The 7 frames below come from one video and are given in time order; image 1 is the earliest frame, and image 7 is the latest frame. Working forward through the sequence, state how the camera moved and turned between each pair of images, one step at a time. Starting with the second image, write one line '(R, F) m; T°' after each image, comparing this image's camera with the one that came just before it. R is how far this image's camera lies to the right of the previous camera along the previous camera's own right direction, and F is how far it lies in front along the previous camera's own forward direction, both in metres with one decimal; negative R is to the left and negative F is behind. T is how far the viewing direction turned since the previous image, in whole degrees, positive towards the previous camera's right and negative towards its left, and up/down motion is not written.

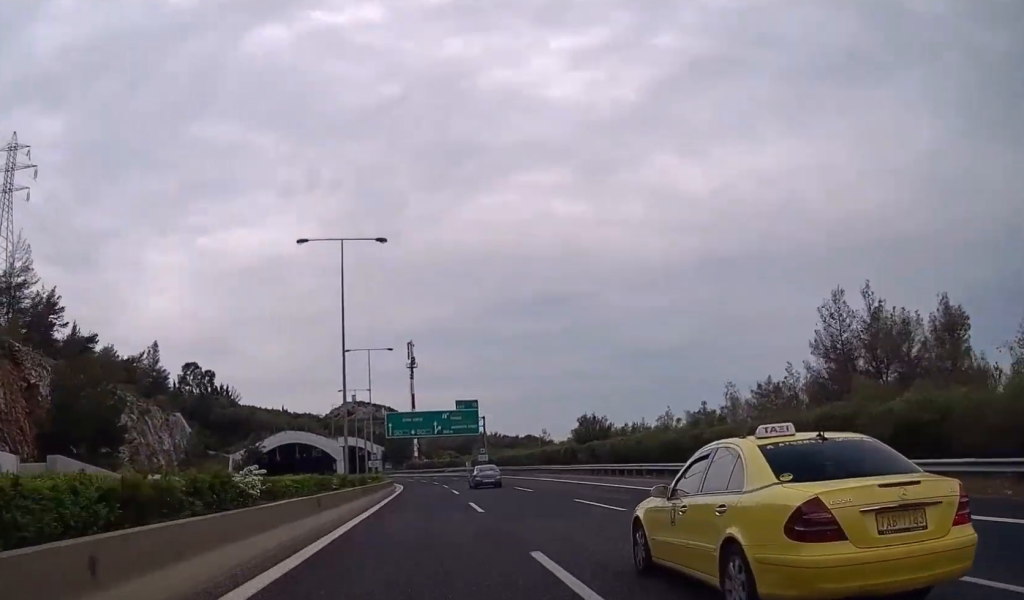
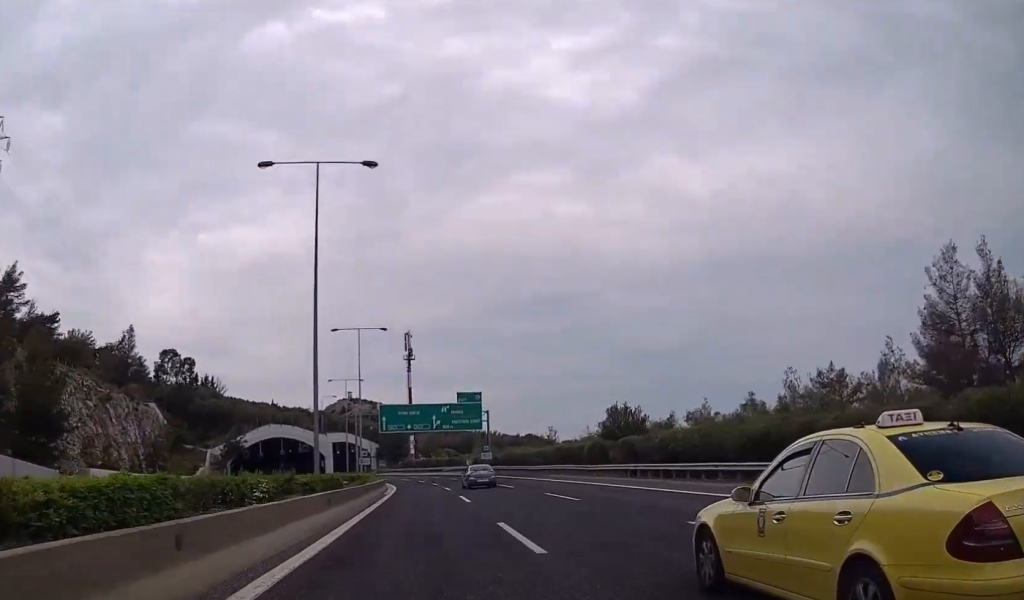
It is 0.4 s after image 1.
(0.0, +11.8) m; 0°
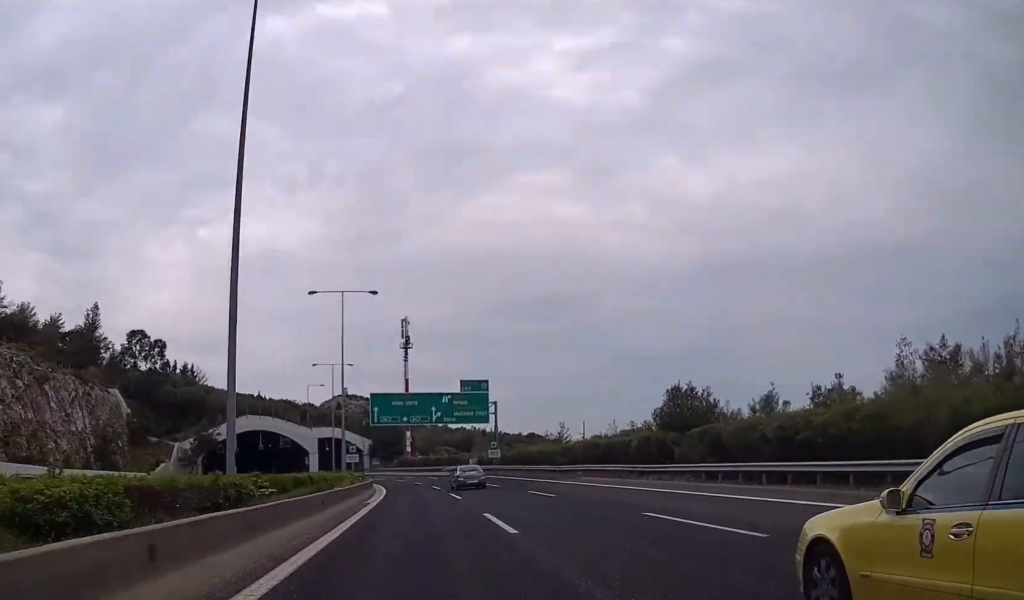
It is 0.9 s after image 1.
(0.0, +14.8) m; 0°
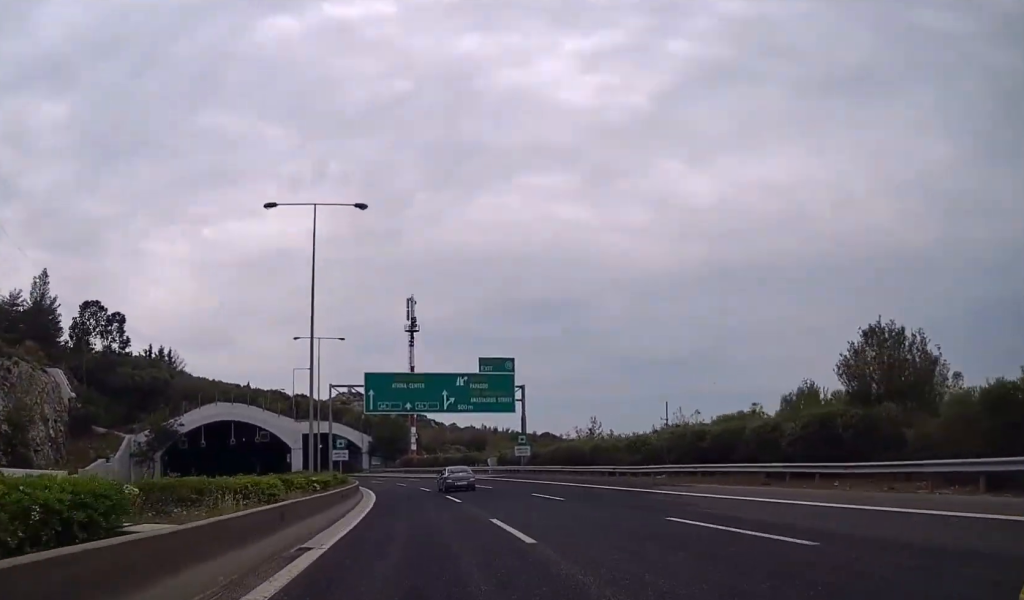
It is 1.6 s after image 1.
(+0.1, +20.7) m; 0°
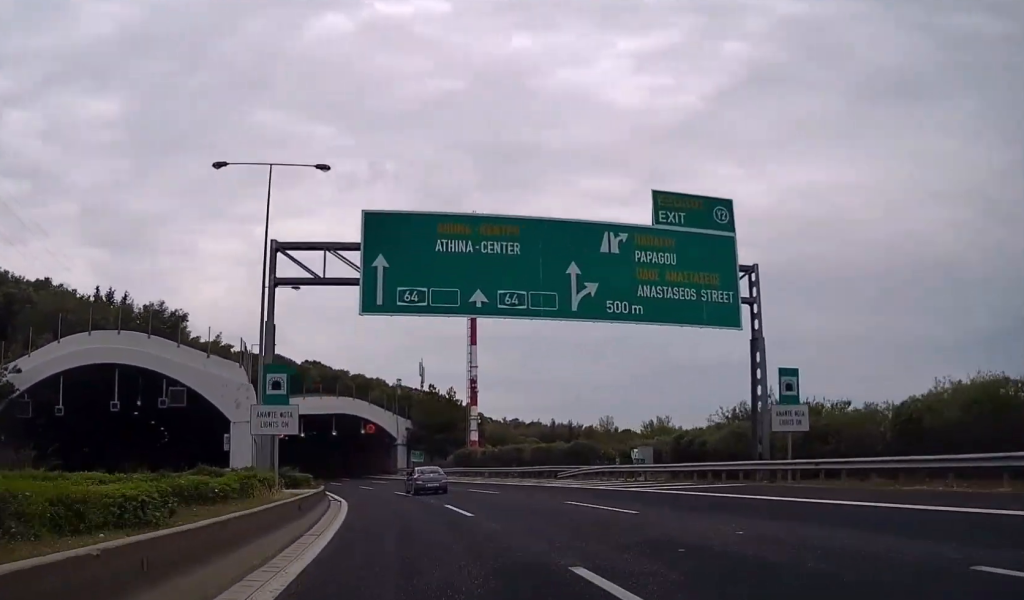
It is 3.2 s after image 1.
(-0.6, +45.8) m; -5°
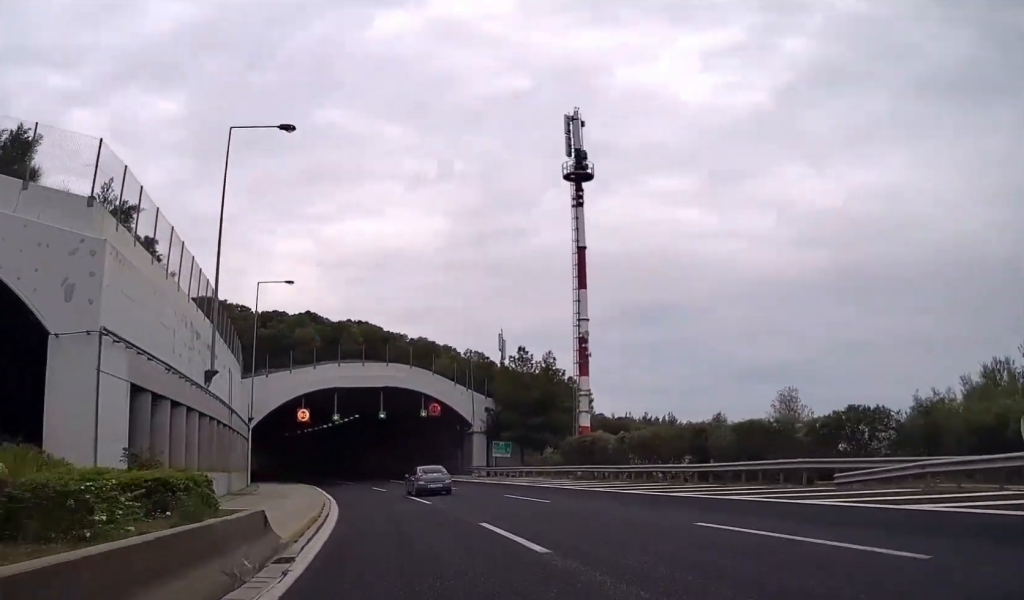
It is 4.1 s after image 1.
(-1.7, +26.9) m; -4°
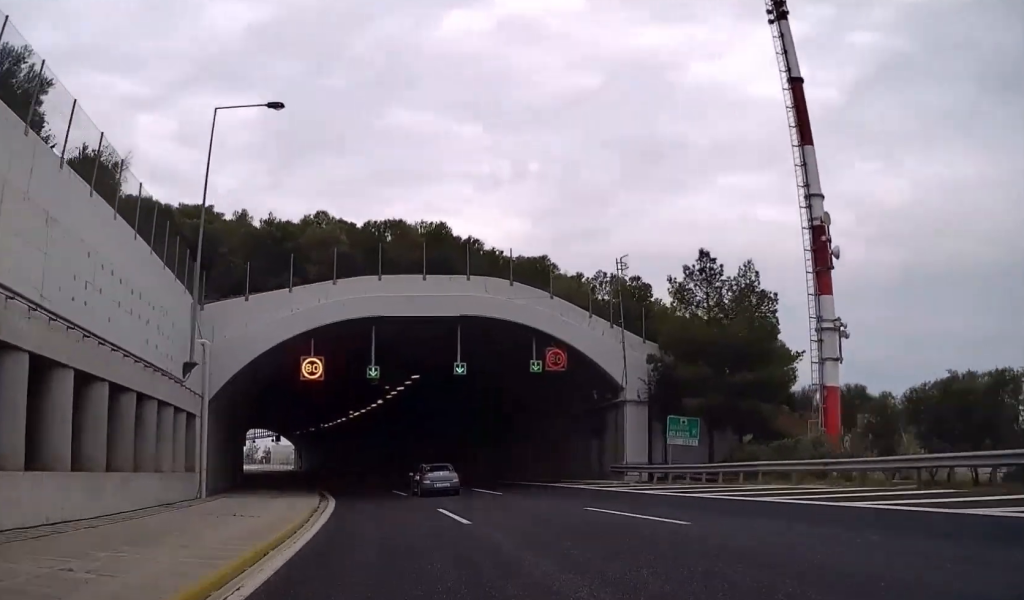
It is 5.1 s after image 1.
(0.0, +29.0) m; 0°
